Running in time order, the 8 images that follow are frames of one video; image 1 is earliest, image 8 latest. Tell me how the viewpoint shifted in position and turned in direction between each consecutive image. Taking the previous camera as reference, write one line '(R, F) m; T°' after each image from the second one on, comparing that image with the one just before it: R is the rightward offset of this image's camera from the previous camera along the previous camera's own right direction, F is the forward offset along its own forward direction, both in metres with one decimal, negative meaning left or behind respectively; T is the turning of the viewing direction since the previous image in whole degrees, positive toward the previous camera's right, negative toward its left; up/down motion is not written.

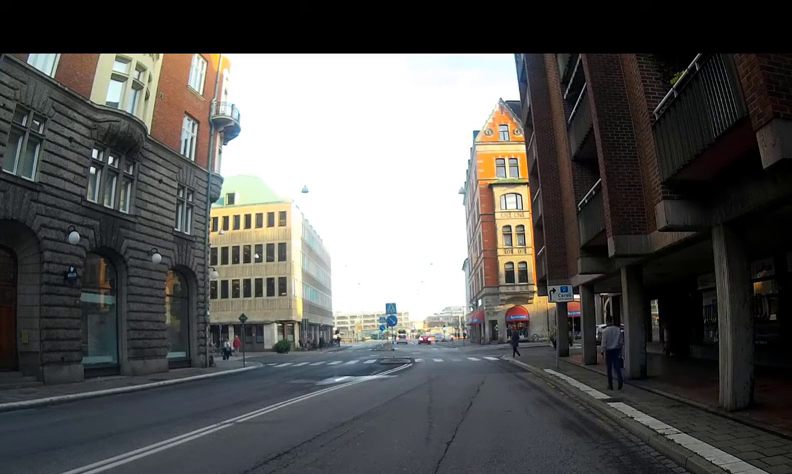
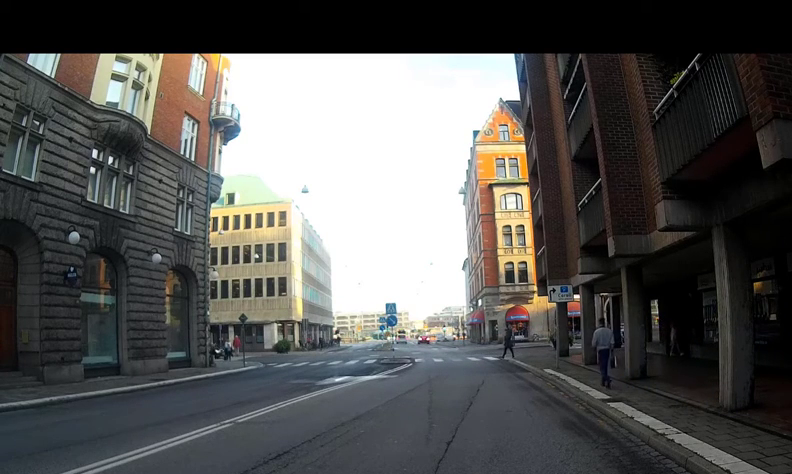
(0.0, 0.0) m; 0°
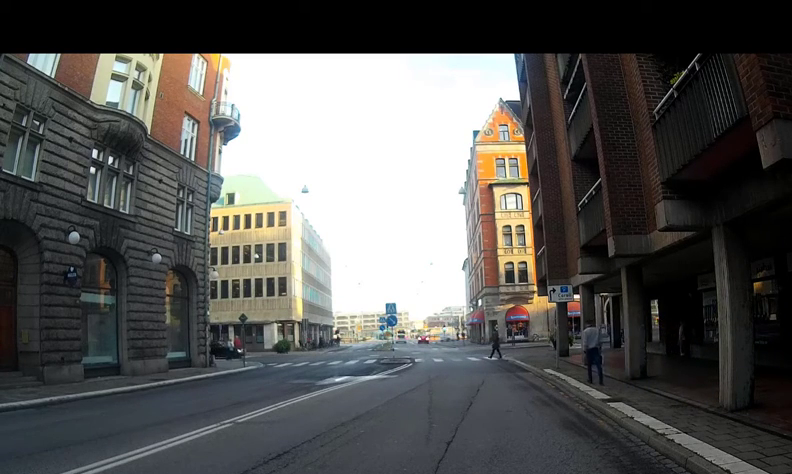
(0.0, 0.0) m; 0°
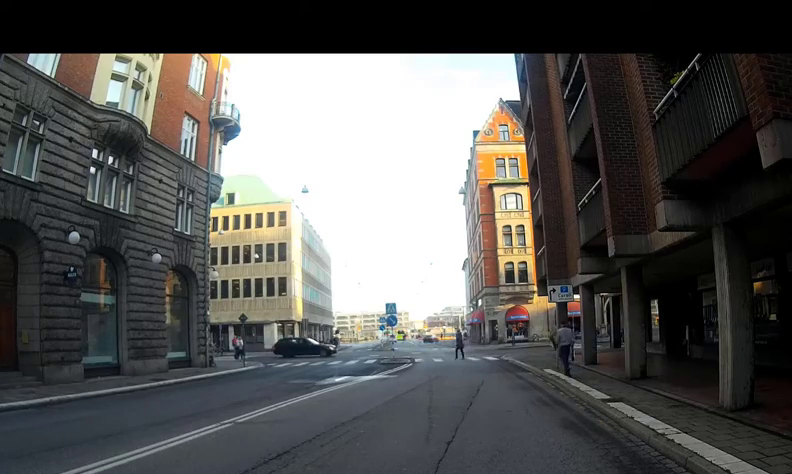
(0.0, 0.0) m; 0°
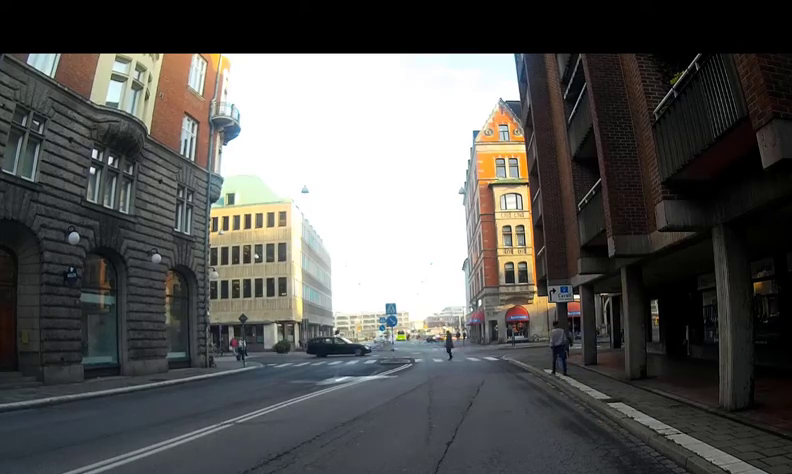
(0.0, 0.0) m; 0°
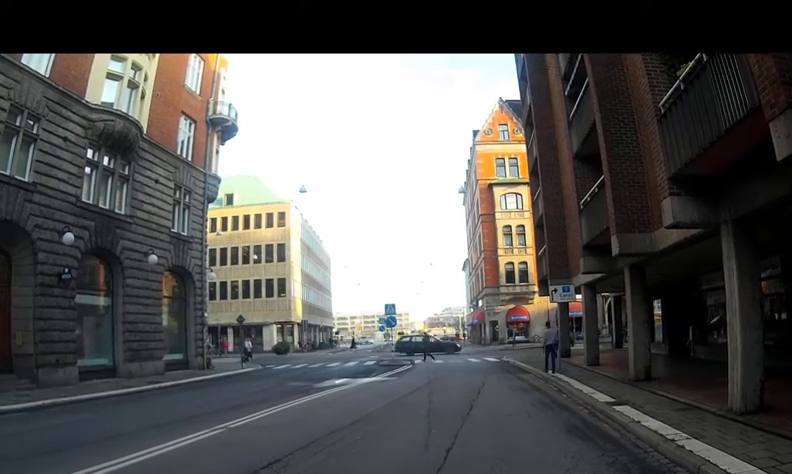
(+0.1, +0.4) m; 0°
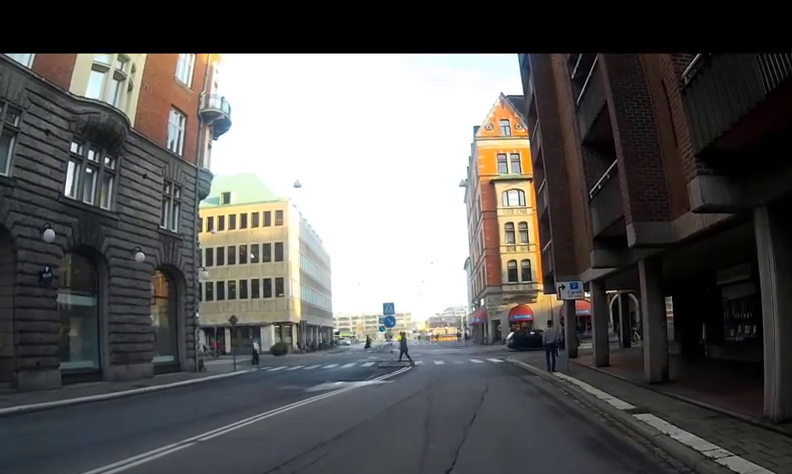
(+0.2, +0.6) m; 0°
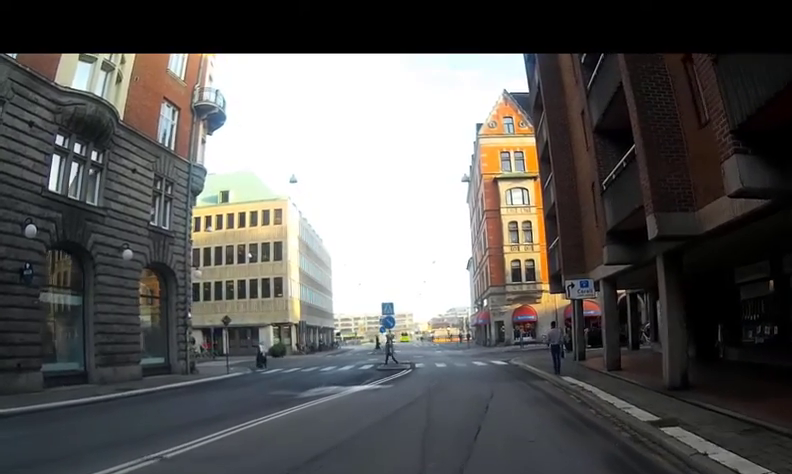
(+0.2, +0.6) m; -3°
